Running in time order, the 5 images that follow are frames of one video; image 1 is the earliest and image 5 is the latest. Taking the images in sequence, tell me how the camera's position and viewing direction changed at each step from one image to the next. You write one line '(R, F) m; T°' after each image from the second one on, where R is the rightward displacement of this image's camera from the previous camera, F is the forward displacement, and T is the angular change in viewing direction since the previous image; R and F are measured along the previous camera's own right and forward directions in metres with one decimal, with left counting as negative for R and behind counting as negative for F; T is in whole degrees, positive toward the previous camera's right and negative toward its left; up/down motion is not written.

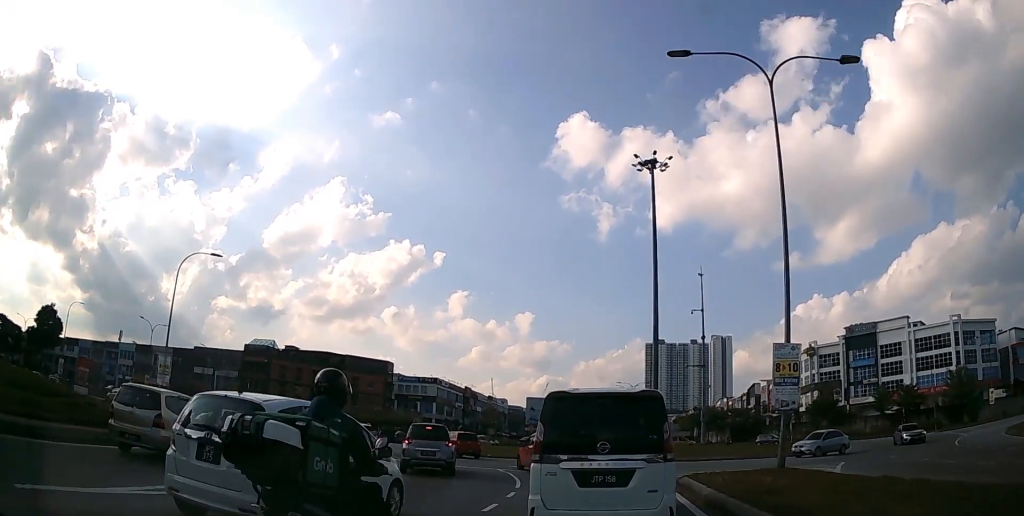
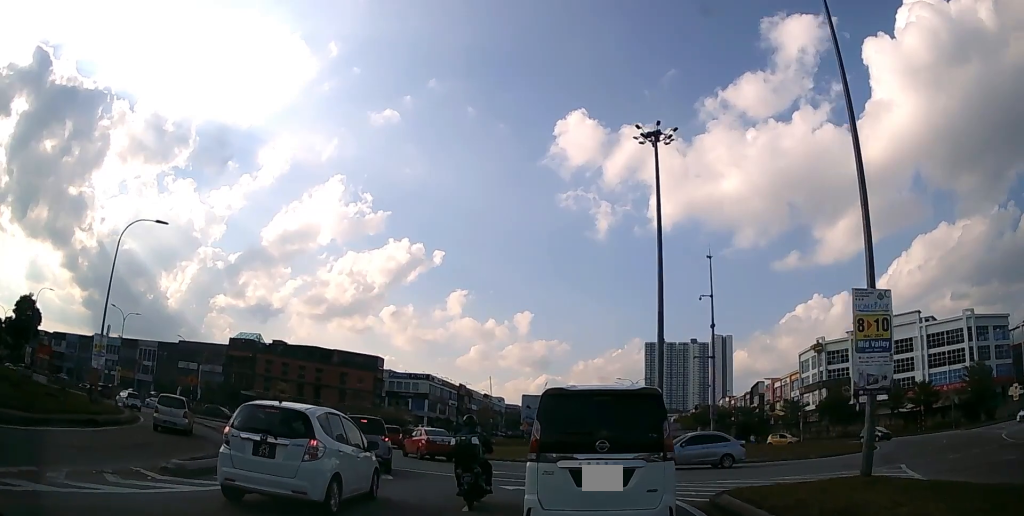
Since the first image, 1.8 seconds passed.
(0.0, +5.4) m; 0°
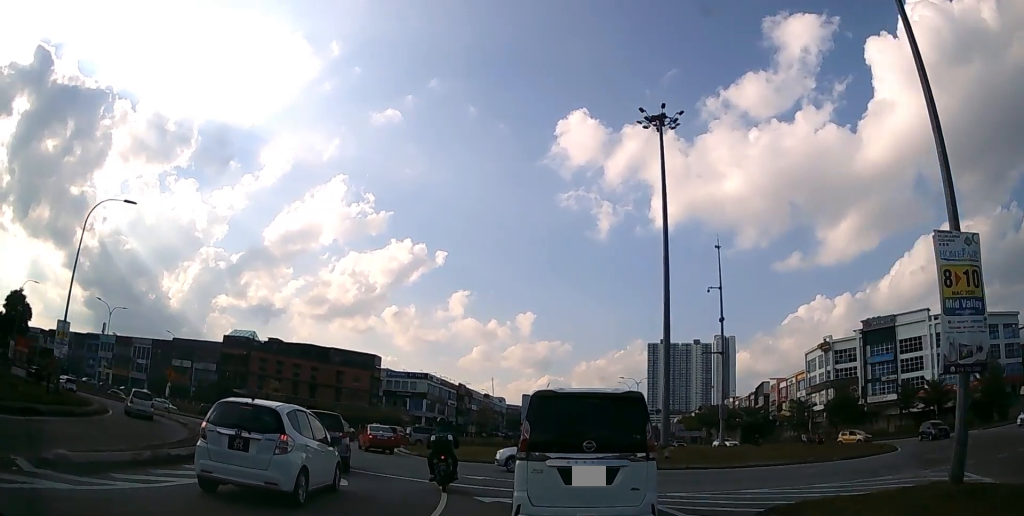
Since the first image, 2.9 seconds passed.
(0.0, +2.9) m; -1°
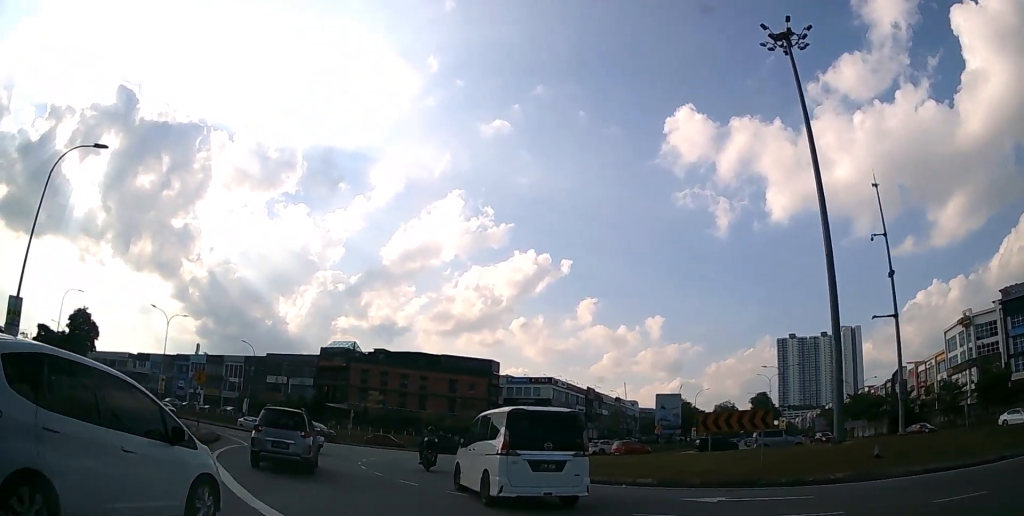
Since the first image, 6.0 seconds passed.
(-1.1, +9.0) m; -14°
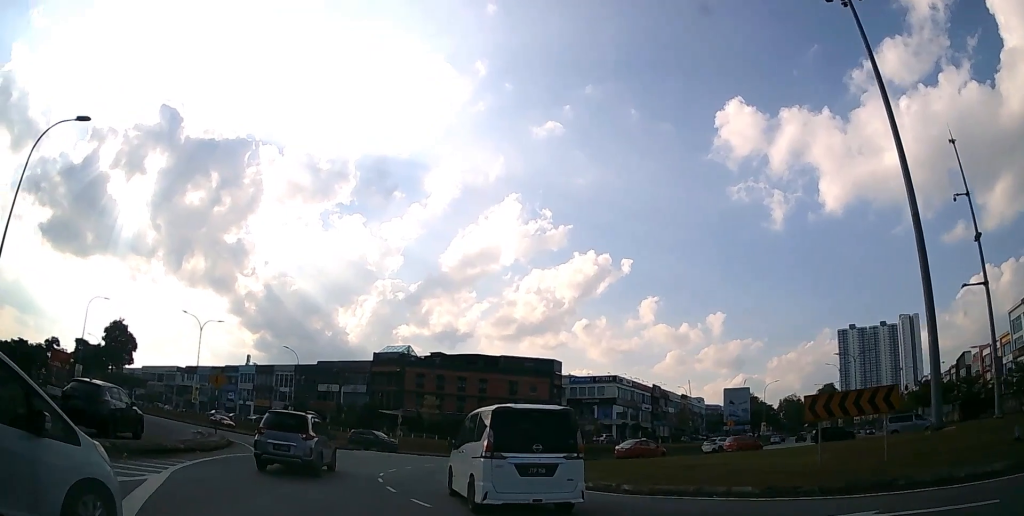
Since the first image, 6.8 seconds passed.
(-0.1, +3.6) m; -5°
